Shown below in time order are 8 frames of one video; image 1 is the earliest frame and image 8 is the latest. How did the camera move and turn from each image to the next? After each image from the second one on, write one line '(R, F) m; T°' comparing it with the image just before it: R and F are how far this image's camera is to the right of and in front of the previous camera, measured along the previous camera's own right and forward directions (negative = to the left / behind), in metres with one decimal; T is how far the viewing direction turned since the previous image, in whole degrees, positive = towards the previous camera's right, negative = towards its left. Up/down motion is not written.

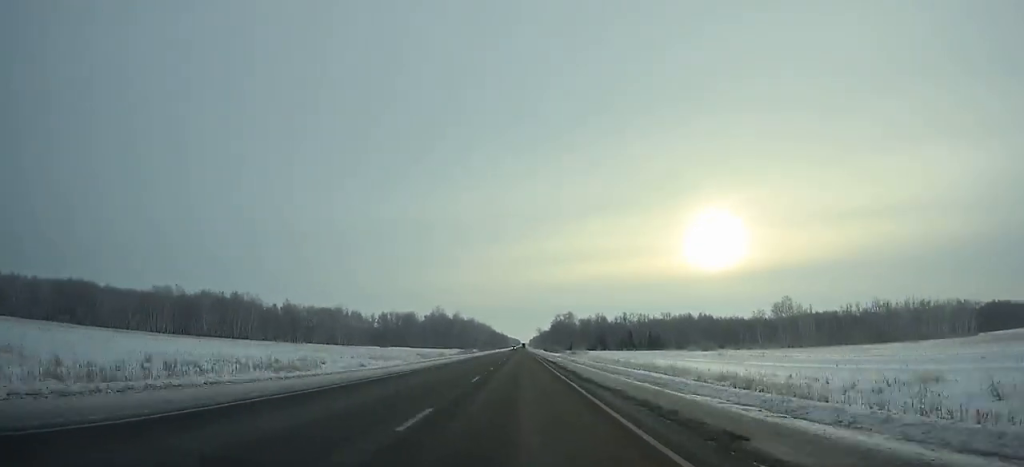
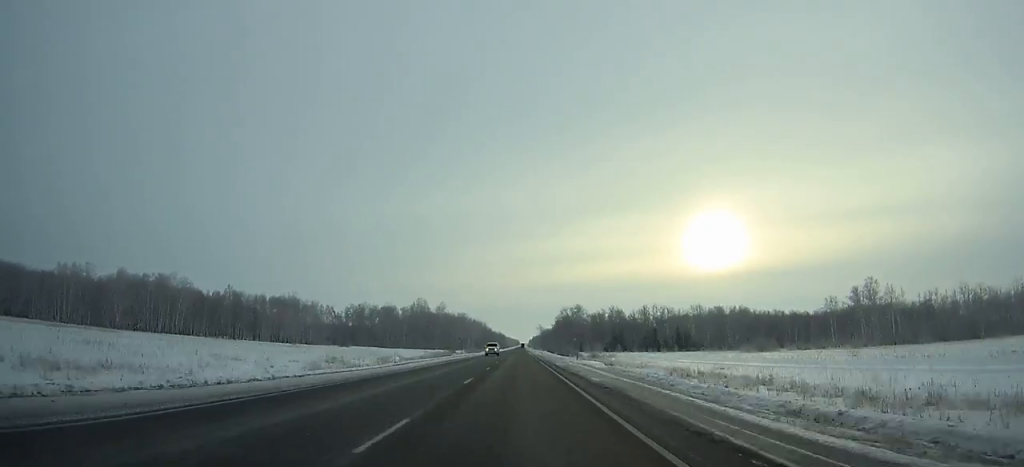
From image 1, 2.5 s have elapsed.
(0.0, +61.9) m; 0°
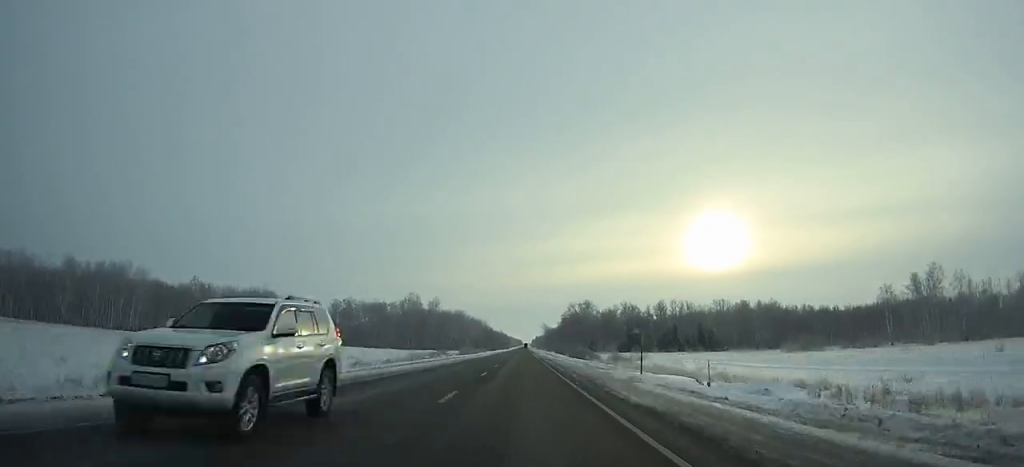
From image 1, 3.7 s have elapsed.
(0.0, +29.8) m; 0°
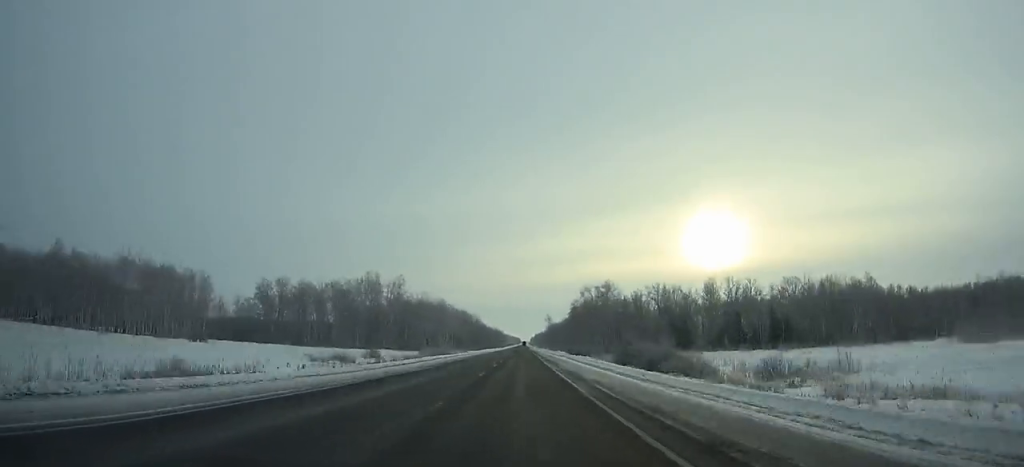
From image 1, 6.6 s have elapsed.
(-0.1, +72.2) m; 0°
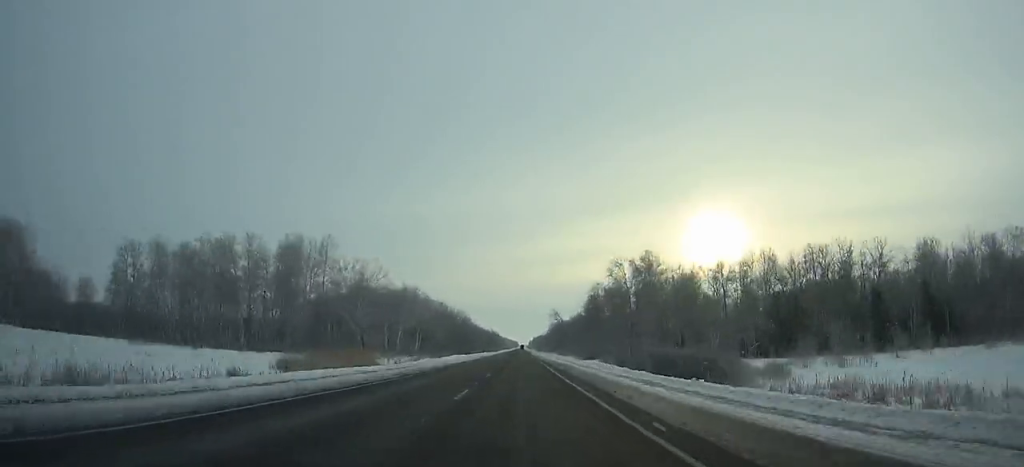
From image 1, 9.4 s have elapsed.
(+0.2, +70.1) m; 0°
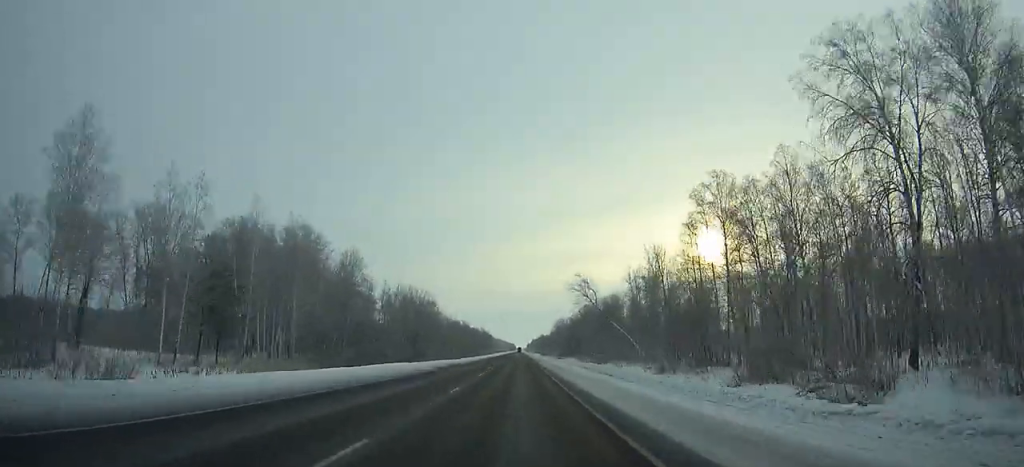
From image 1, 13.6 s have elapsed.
(+0.3, +105.3) m; 0°
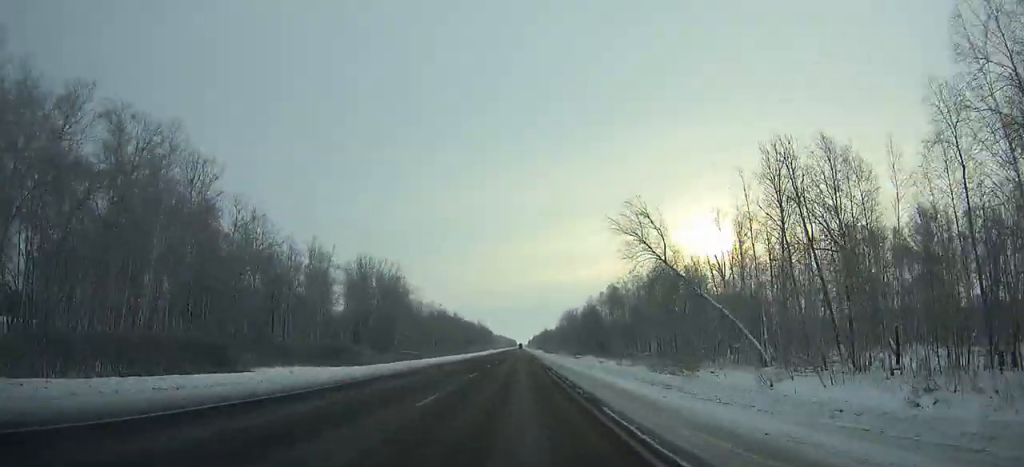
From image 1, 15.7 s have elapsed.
(-0.1, +52.8) m; 0°
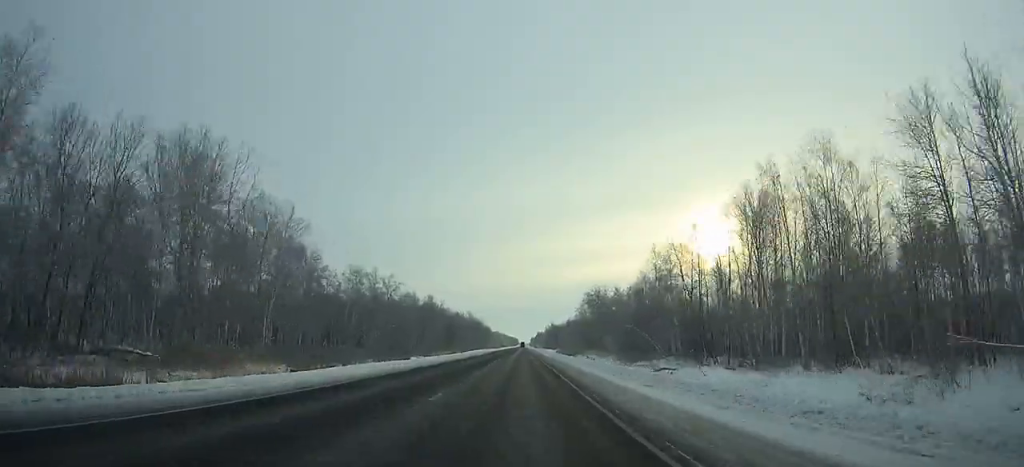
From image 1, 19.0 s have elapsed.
(-0.2, +82.9) m; 0°
